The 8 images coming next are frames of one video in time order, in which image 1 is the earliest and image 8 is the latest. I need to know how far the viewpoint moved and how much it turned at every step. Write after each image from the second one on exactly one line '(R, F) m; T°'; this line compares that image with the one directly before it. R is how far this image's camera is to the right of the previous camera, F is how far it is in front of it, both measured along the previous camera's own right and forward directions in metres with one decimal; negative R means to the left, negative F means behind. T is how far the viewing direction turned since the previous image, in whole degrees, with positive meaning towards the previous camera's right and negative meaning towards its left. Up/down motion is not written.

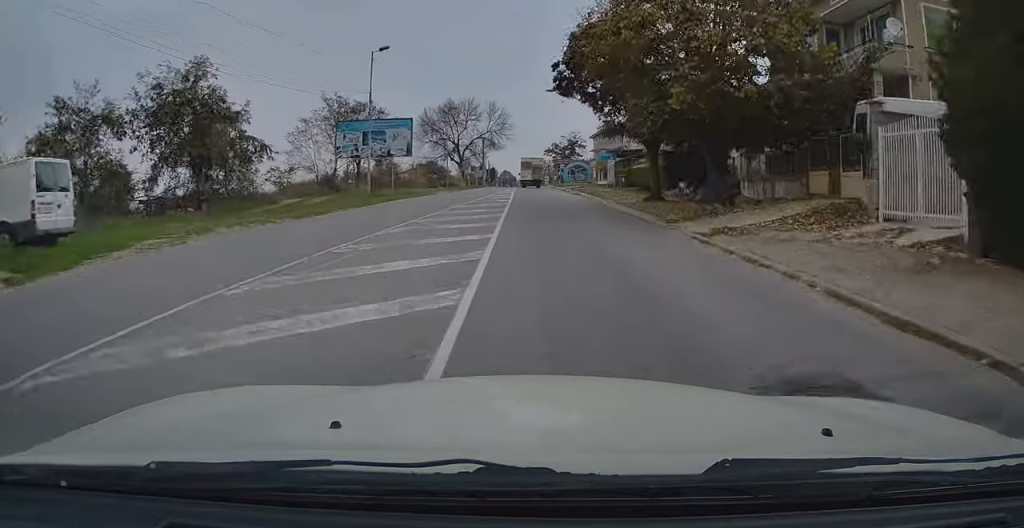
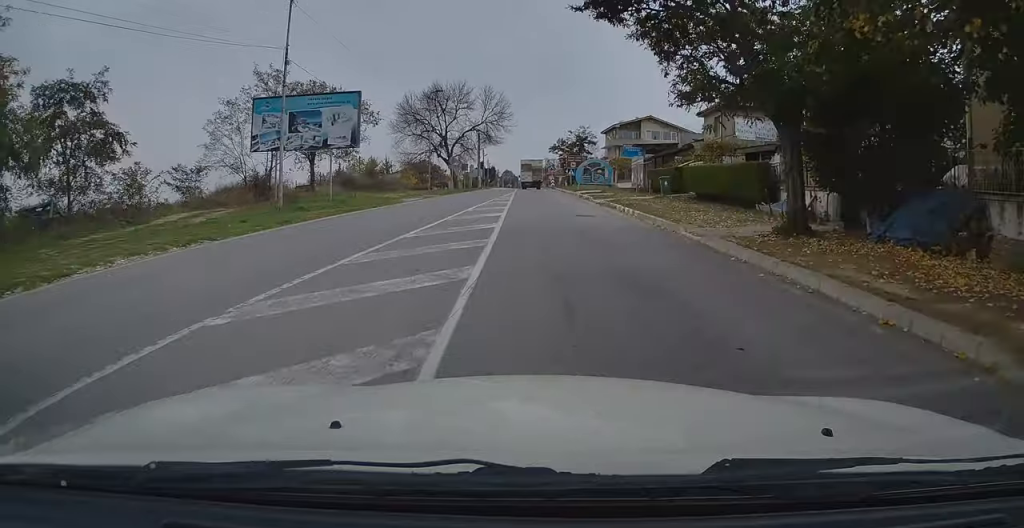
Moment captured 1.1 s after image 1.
(-0.1, +13.9) m; -1°
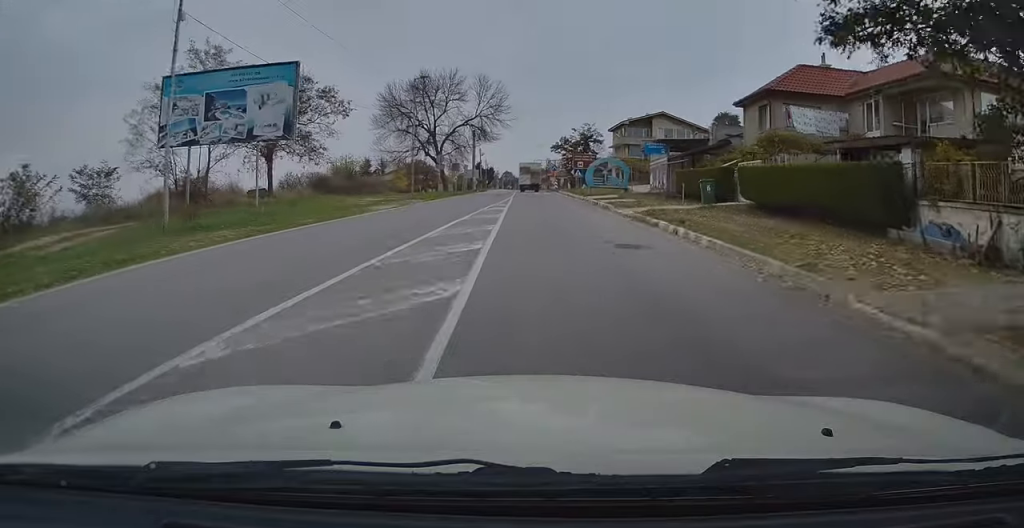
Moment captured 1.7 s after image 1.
(-0.1, +8.1) m; -1°
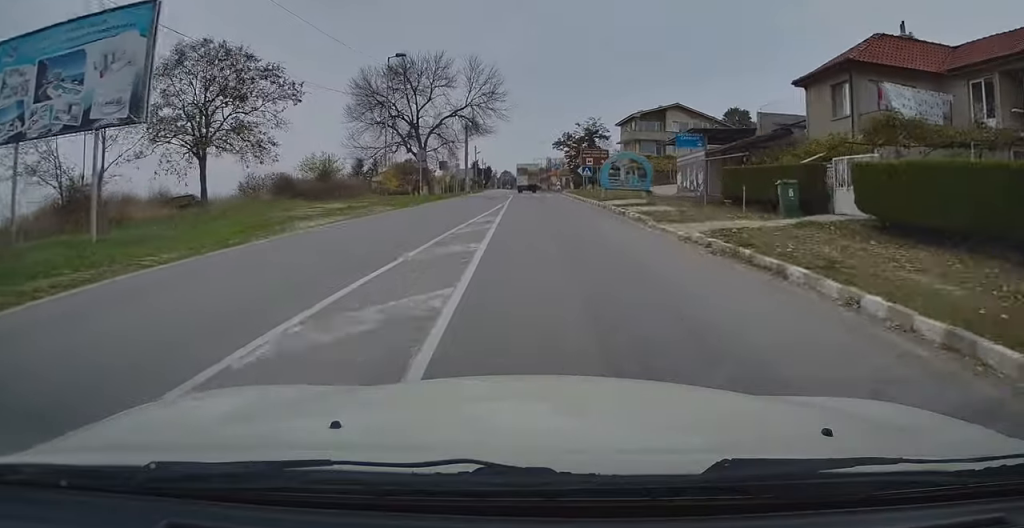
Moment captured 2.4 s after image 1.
(0.0, +8.5) m; 0°
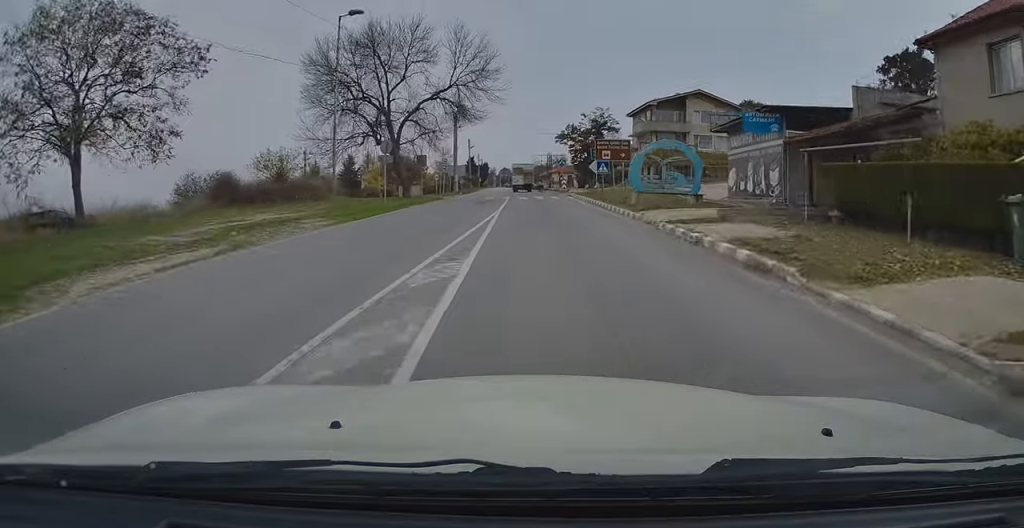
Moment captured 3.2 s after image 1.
(0.0, +9.8) m; 0°
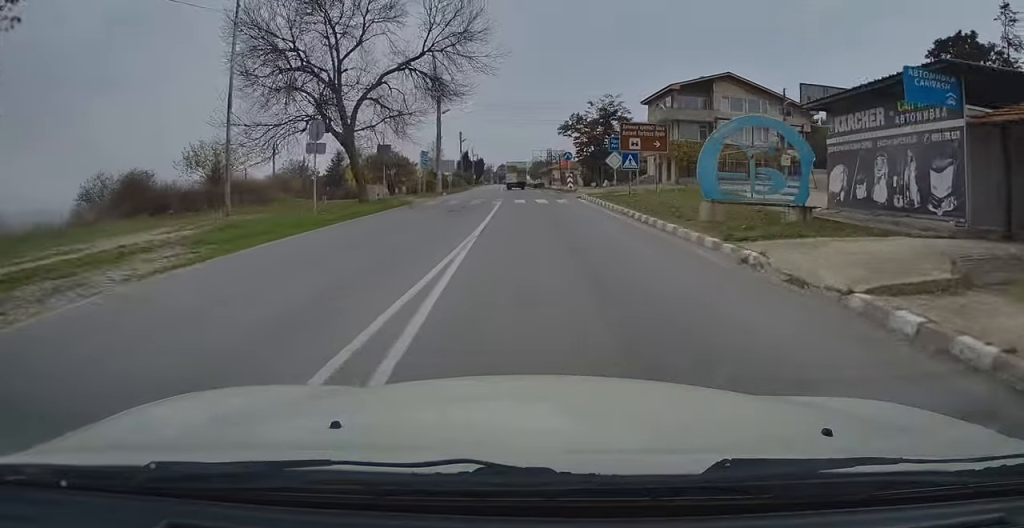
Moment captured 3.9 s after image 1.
(0.0, +9.9) m; +1°
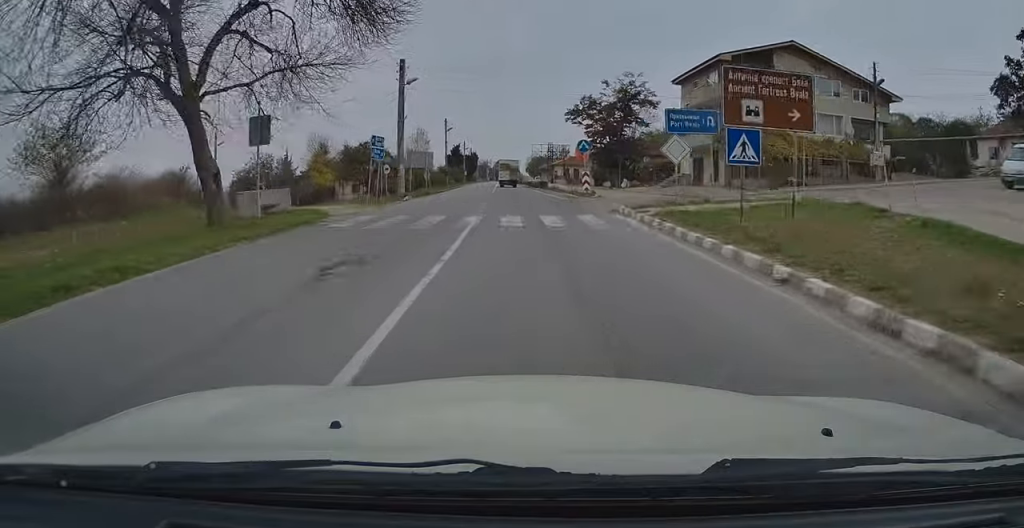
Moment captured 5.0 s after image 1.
(+0.1, +13.9) m; 0°
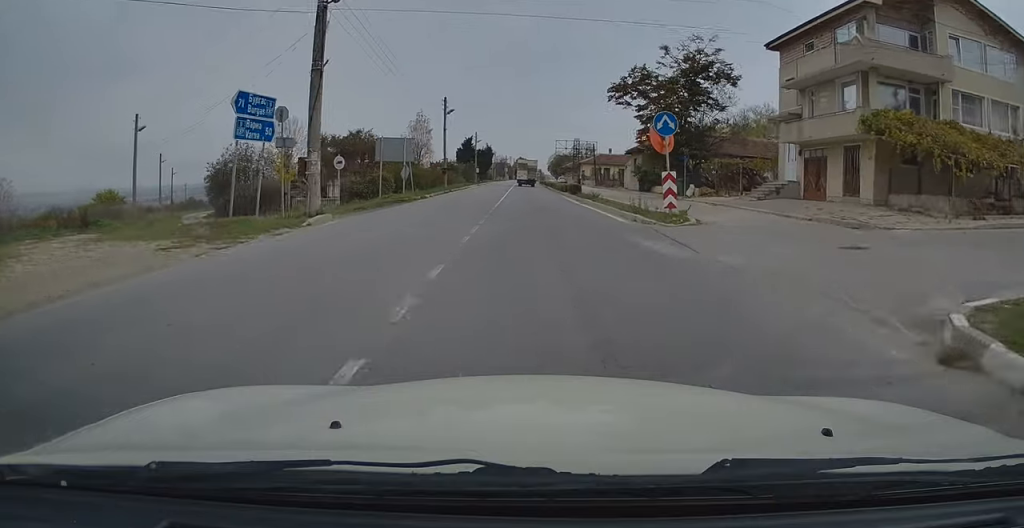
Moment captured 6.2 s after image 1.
(-0.1, +16.2) m; -1°
